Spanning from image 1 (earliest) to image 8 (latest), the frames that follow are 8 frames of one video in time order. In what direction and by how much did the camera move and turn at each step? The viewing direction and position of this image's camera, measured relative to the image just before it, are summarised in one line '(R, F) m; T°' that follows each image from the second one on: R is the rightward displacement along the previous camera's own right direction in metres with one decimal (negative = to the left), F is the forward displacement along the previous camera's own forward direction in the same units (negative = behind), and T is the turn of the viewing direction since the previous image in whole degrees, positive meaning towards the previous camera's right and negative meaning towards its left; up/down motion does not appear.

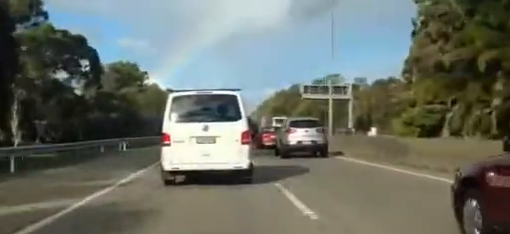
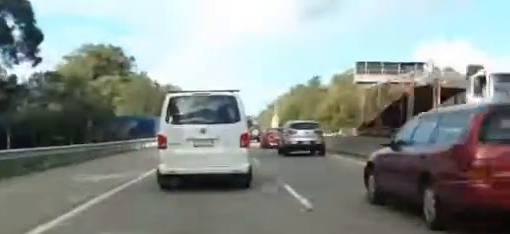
(+0.5, +33.6) m; +1°
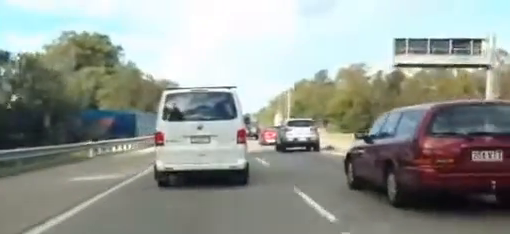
(0.0, +14.0) m; 0°
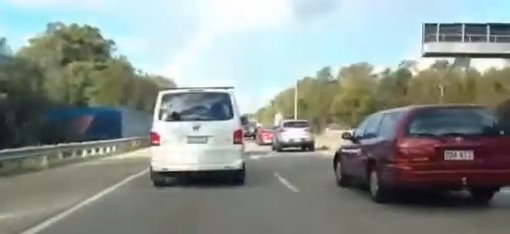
(0.0, +7.3) m; 0°
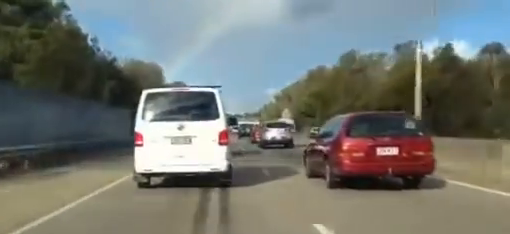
(-0.4, +31.7) m; -1°
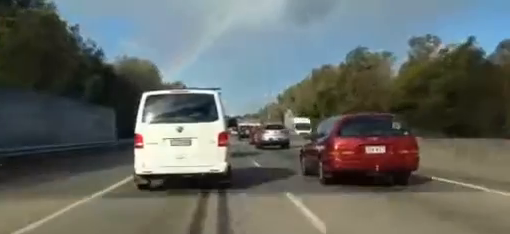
(0.0, +8.2) m; 0°
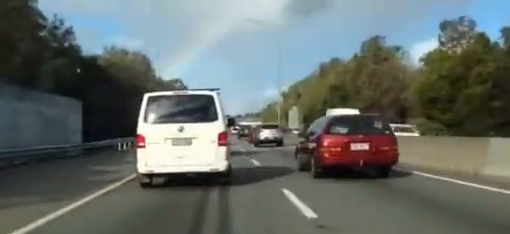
(0.0, +11.7) m; 0°
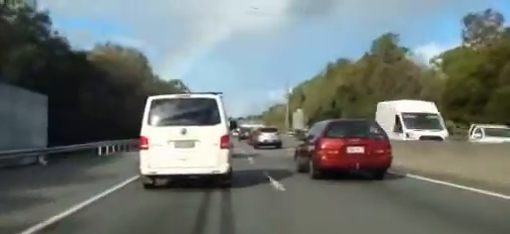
(+0.1, +7.4) m; 0°
